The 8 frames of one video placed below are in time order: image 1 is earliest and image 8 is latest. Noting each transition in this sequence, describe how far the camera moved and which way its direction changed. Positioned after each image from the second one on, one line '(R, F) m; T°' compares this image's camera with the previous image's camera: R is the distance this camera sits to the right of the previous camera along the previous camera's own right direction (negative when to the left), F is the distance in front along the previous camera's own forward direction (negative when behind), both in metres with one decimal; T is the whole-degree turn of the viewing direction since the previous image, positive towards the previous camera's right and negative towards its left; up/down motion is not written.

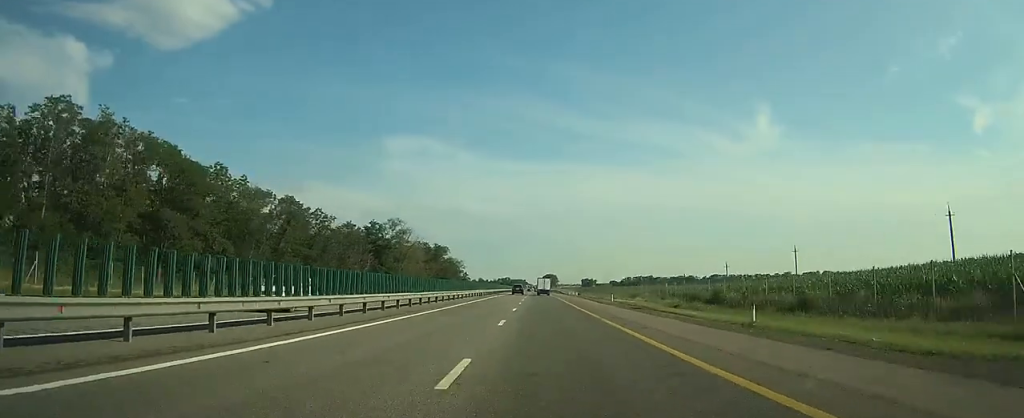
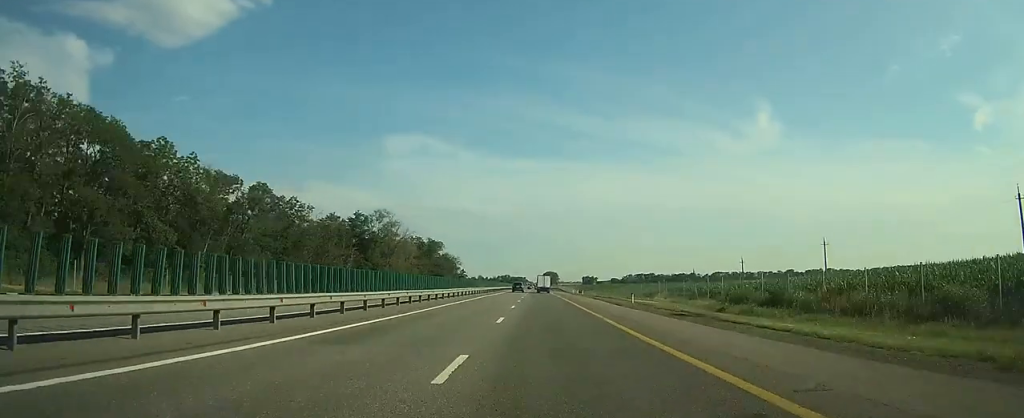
(0.0, +11.7) m; 0°
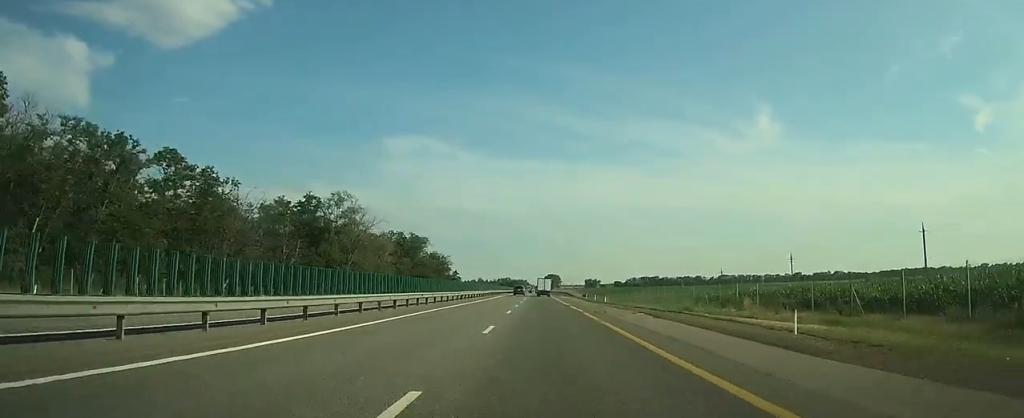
(0.0, +27.3) m; 0°
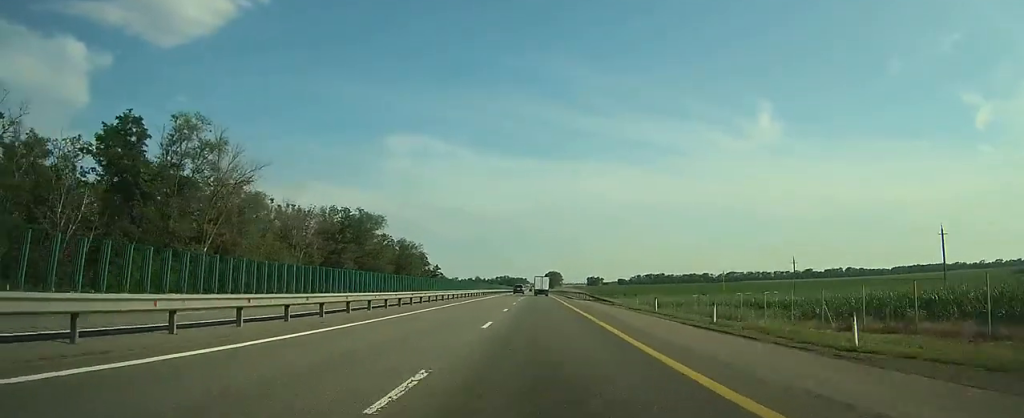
(-0.1, +46.0) m; 0°
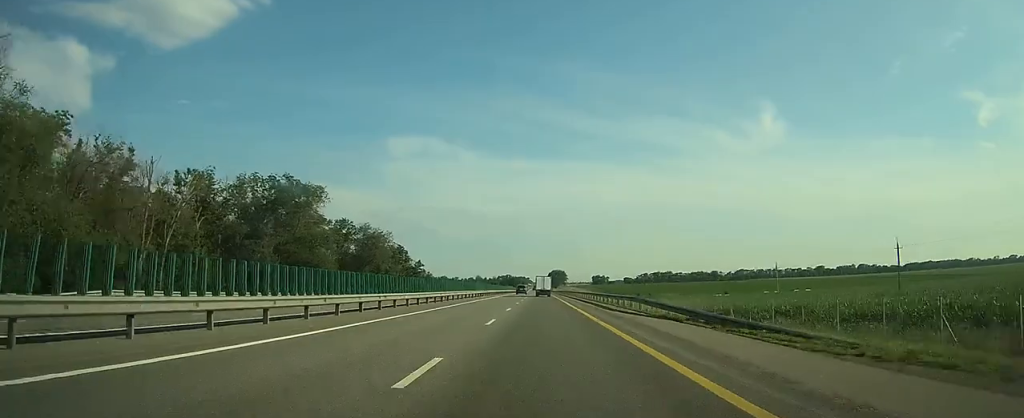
(-0.1, +34.4) m; 0°
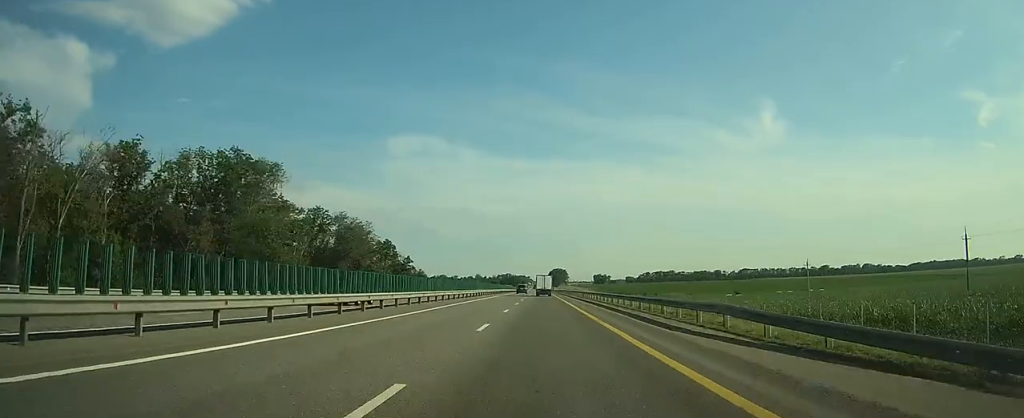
(0.0, +14.8) m; 0°
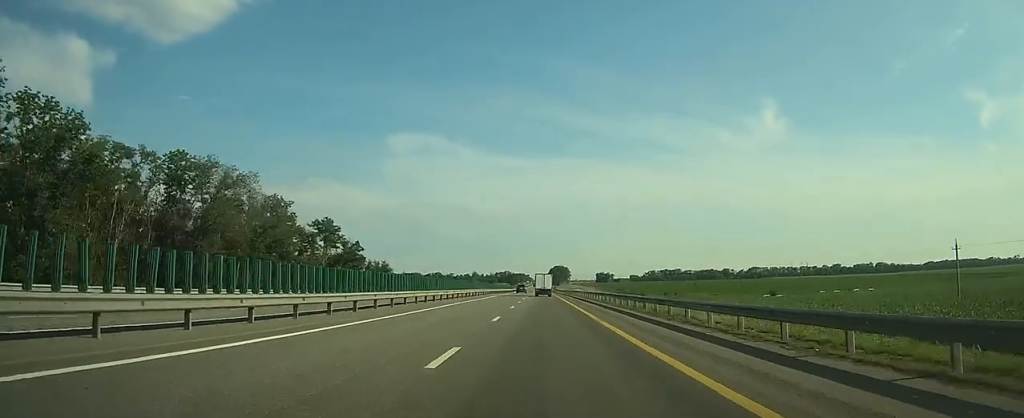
(-0.1, +43.5) m; 0°
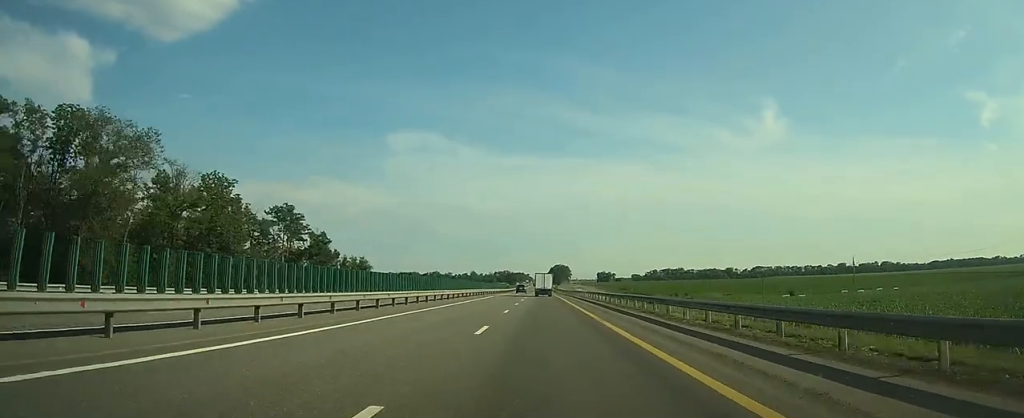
(+0.1, +17.9) m; 0°
